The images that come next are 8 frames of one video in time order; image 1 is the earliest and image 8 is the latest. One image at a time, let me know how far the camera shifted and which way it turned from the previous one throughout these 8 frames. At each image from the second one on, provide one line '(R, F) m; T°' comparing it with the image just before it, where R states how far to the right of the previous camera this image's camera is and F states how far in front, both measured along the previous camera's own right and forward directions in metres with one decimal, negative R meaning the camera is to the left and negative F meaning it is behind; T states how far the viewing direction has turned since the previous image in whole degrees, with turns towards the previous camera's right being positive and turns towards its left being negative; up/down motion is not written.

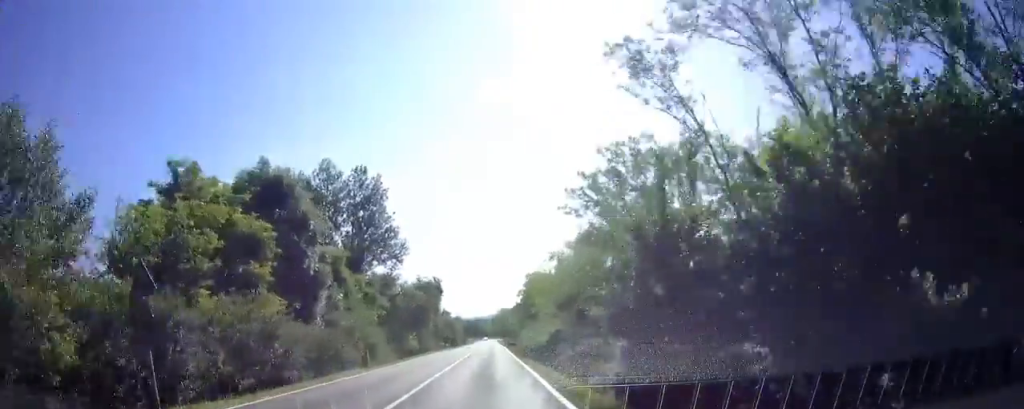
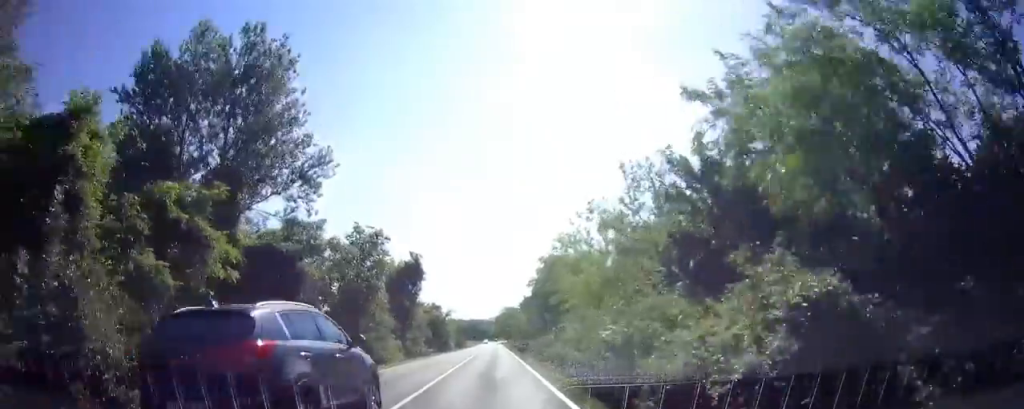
(0.0, +21.6) m; 0°
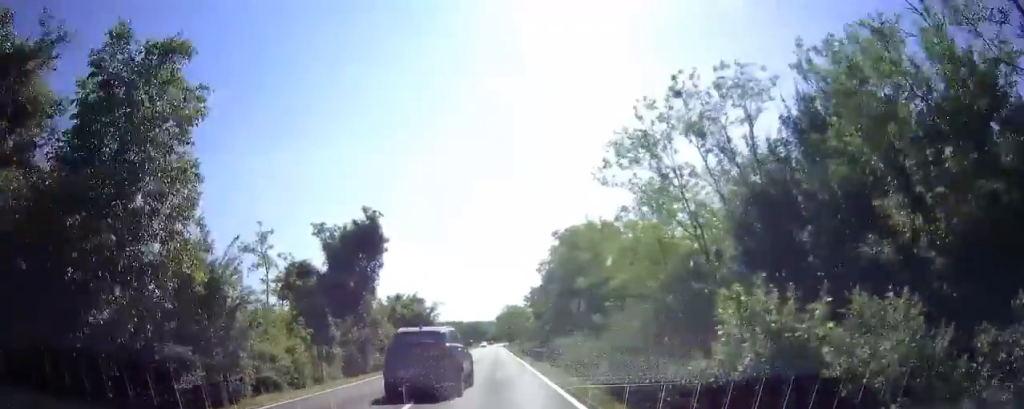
(0.0, +18.2) m; 0°
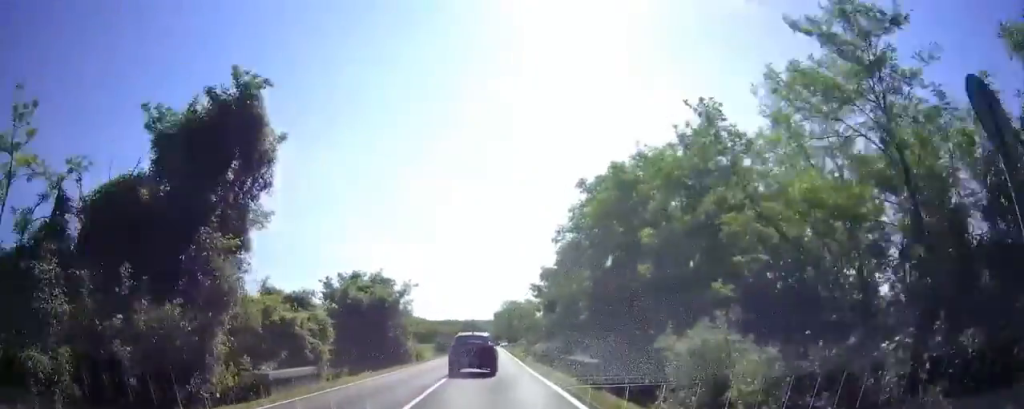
(0.0, +17.7) m; 0°
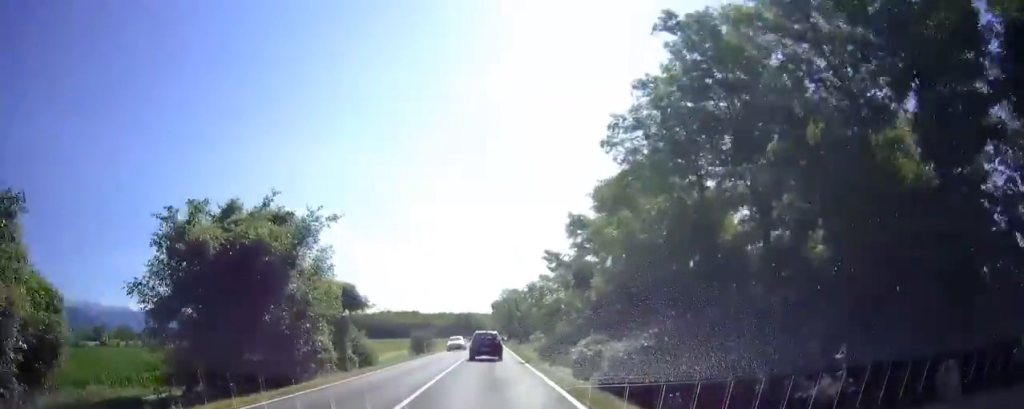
(0.0, +19.2) m; 0°
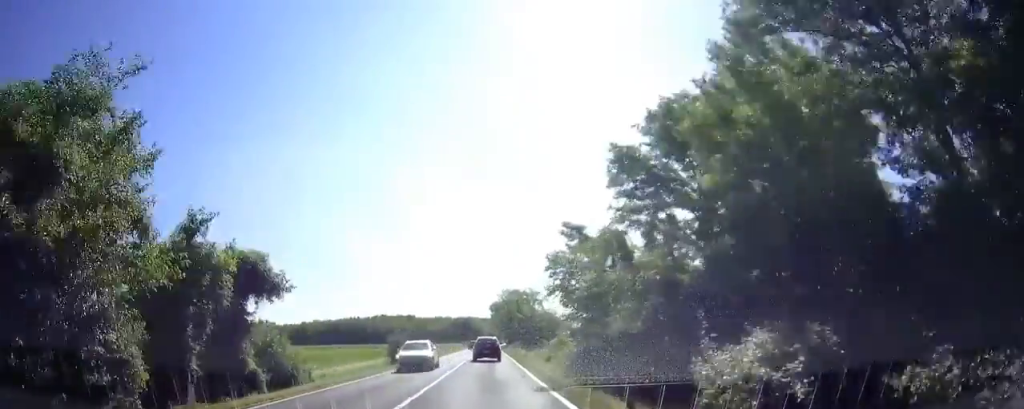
(0.0, +11.8) m; 0°
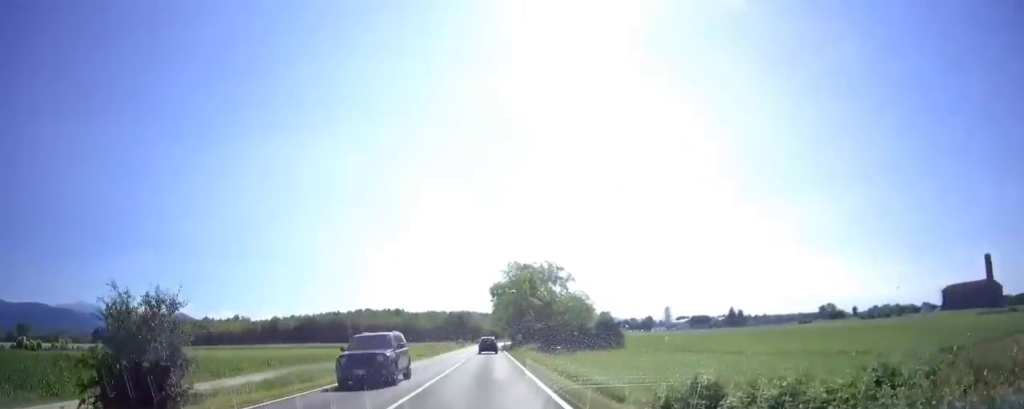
(0.0, +35.6) m; 0°
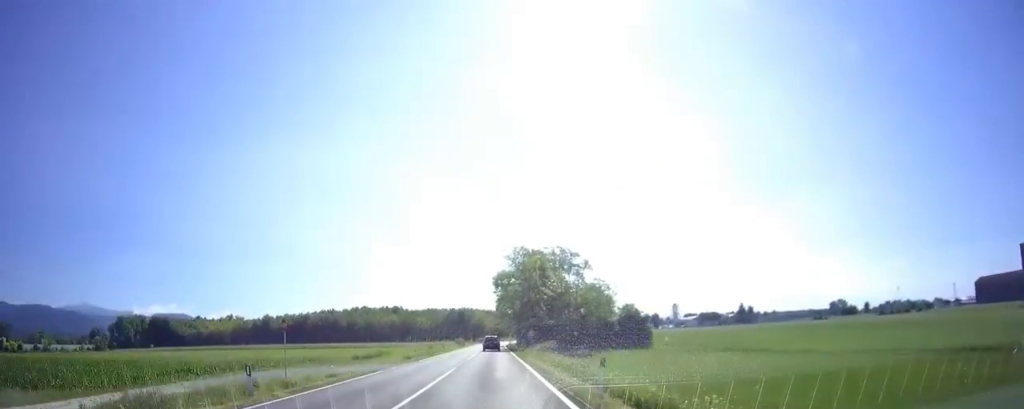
(+0.1, +11.9) m; -1°
